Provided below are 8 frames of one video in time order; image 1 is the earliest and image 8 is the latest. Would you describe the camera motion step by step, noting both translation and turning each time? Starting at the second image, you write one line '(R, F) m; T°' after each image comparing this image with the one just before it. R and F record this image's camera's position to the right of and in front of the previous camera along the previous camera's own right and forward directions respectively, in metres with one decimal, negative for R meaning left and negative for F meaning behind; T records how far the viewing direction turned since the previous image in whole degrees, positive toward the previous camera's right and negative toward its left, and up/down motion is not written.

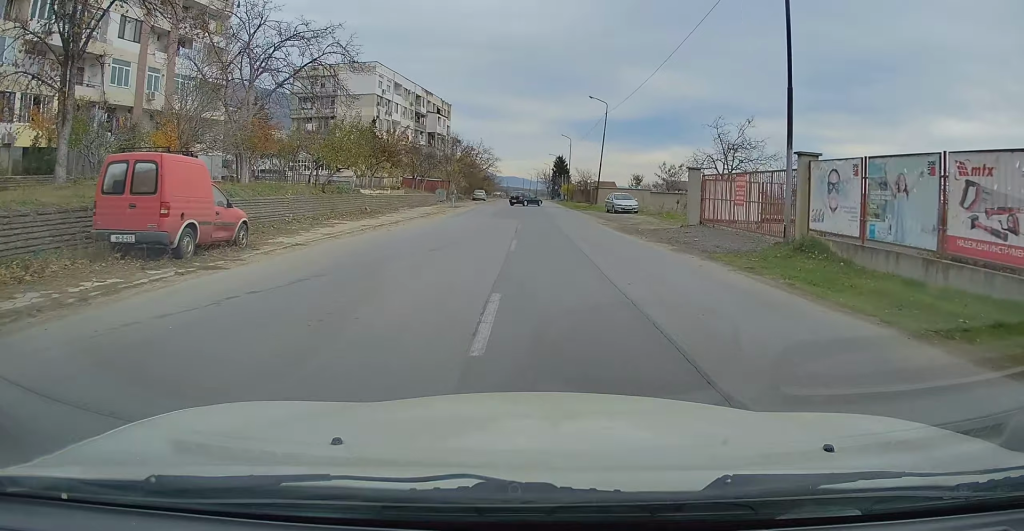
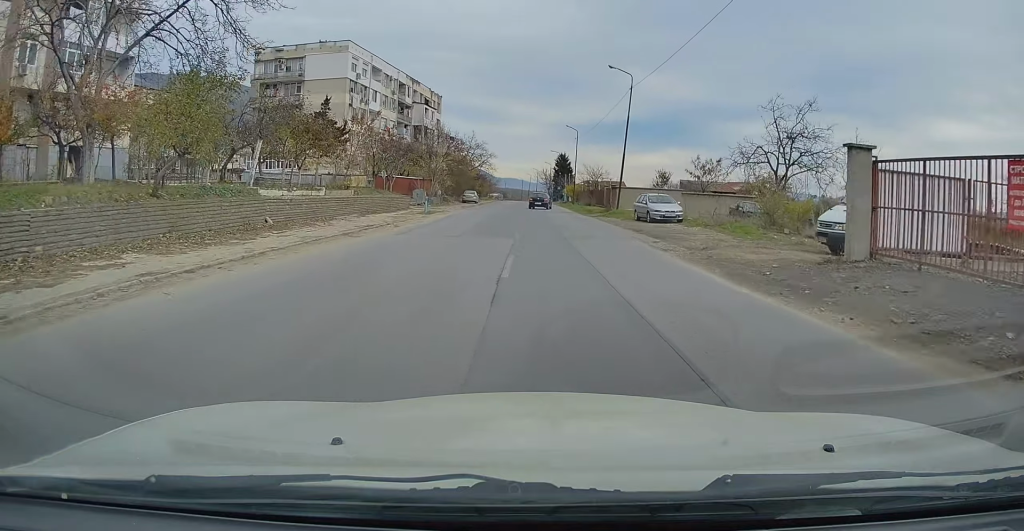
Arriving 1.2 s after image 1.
(0.0, +13.2) m; 0°
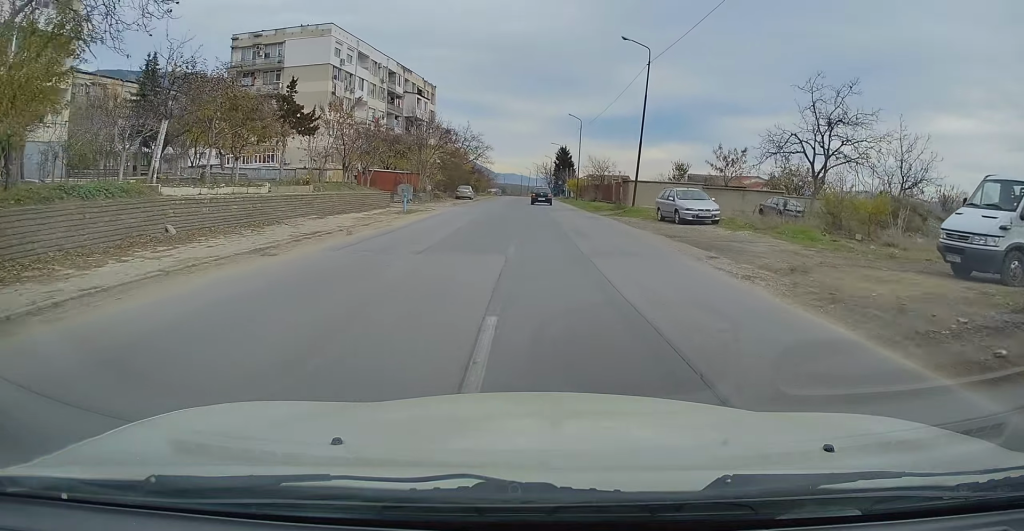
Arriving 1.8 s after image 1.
(0.0, +6.2) m; 0°
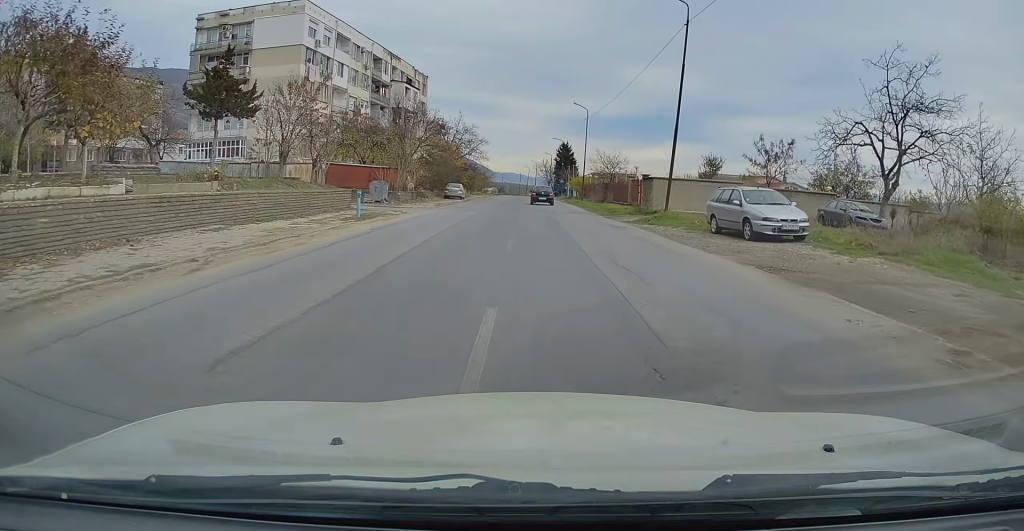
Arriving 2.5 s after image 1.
(0.0, +8.4) m; 0°
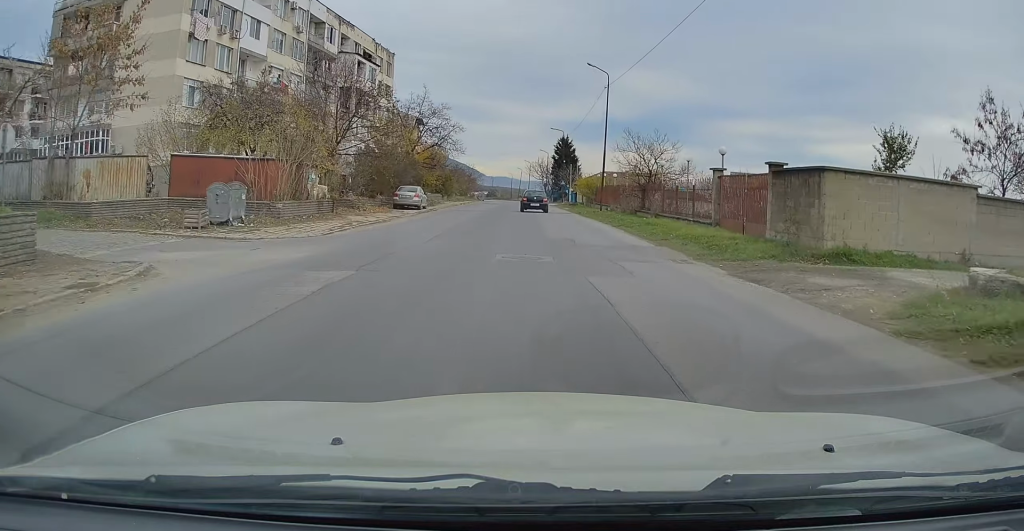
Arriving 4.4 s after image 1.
(+0.1, +20.6) m; 0°
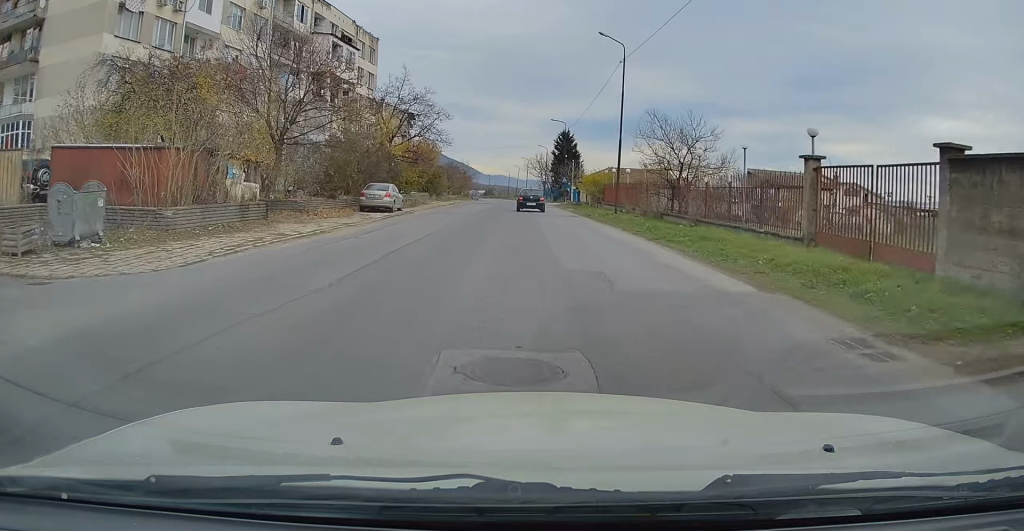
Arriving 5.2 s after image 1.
(0.0, +7.8) m; 0°
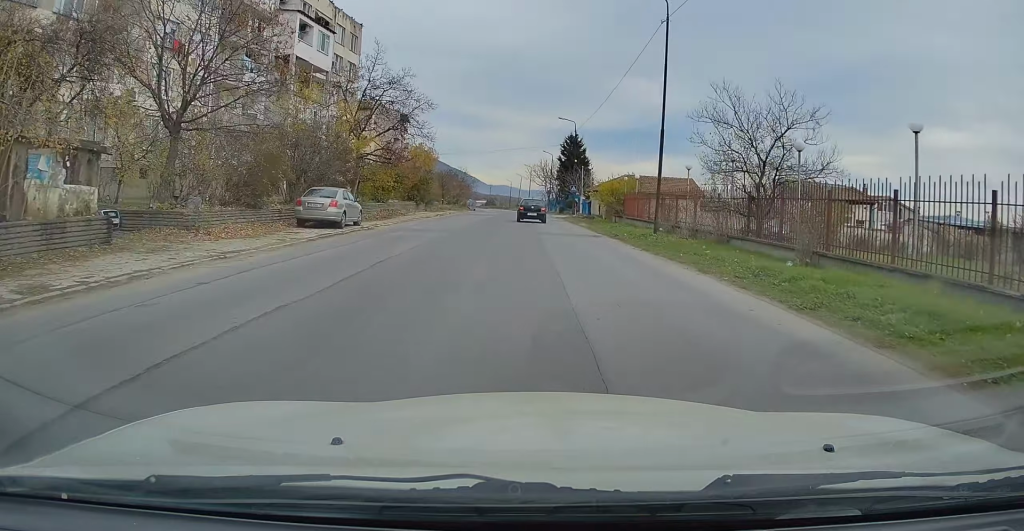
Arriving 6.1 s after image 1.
(0.0, +9.6) m; 0°
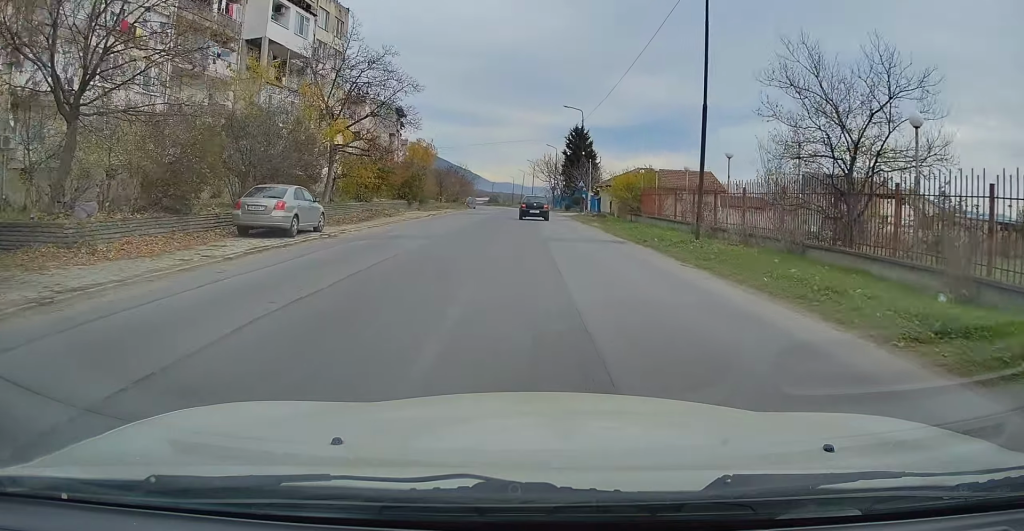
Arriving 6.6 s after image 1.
(0.0, +5.4) m; 0°
